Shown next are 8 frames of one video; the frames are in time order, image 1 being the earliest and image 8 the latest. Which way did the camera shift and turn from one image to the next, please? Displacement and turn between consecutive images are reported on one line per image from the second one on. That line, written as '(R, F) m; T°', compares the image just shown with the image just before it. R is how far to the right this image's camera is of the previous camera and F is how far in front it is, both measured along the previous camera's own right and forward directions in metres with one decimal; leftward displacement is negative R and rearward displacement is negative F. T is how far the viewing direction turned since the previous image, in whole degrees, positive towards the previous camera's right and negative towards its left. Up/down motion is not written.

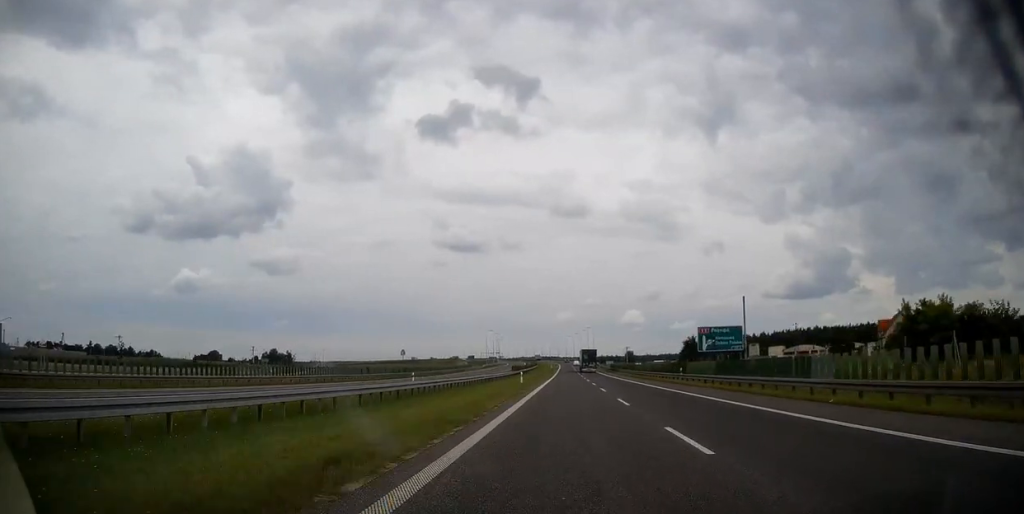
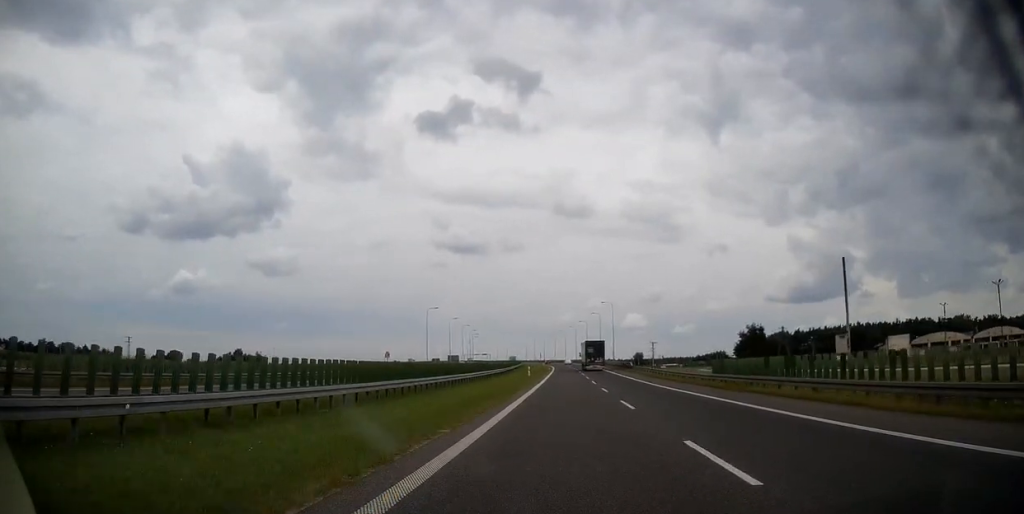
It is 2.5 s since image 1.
(-0.1, +86.8) m; 0°
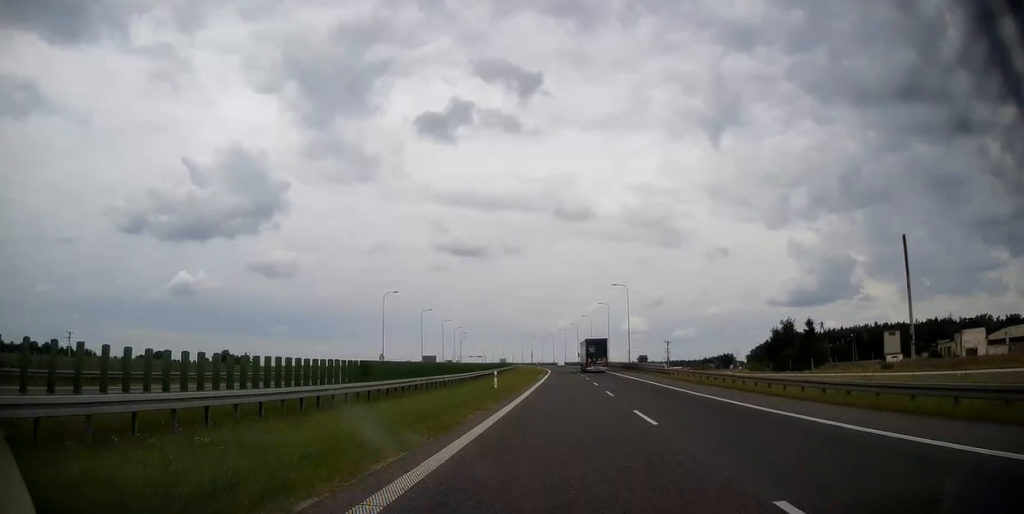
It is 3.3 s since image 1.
(+0.1, +28.9) m; 0°
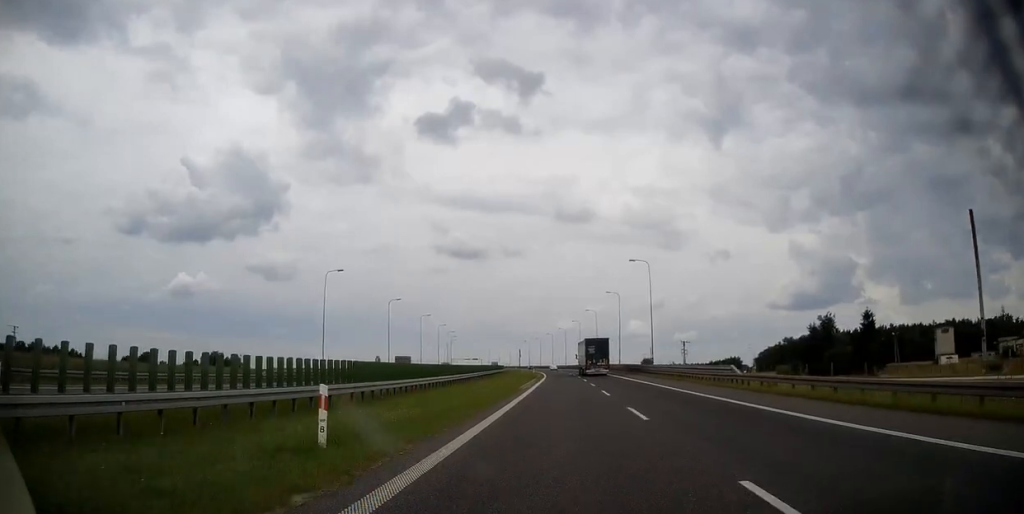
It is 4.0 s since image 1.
(0.0, +23.1) m; 0°
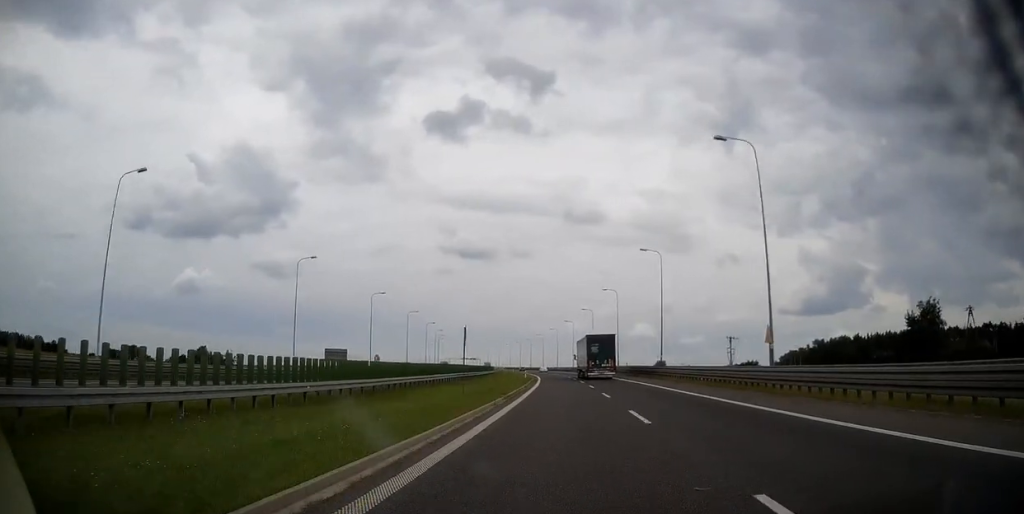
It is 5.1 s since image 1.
(-0.2, +36.7) m; -1°
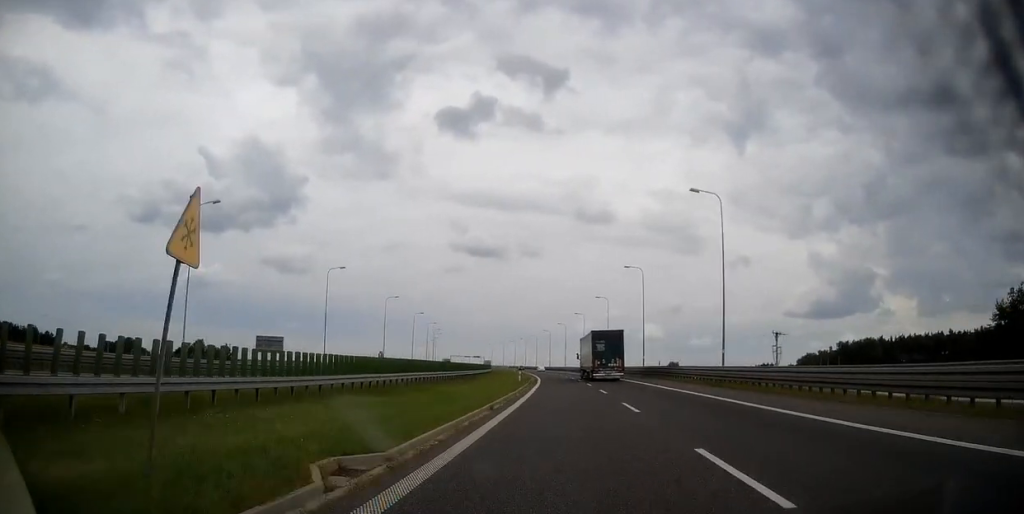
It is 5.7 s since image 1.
(0.0, +20.6) m; 0°
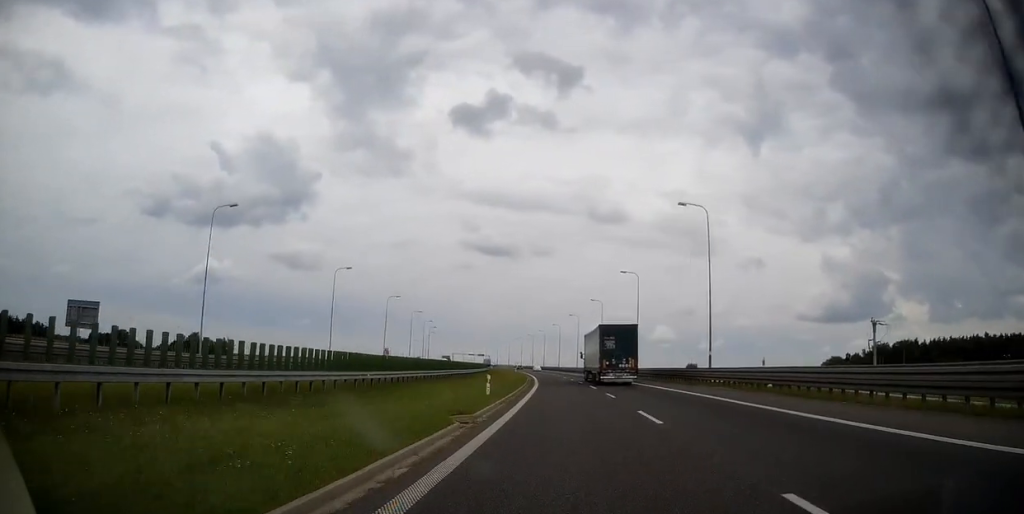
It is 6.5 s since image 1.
(-0.3, +27.5) m; -1°
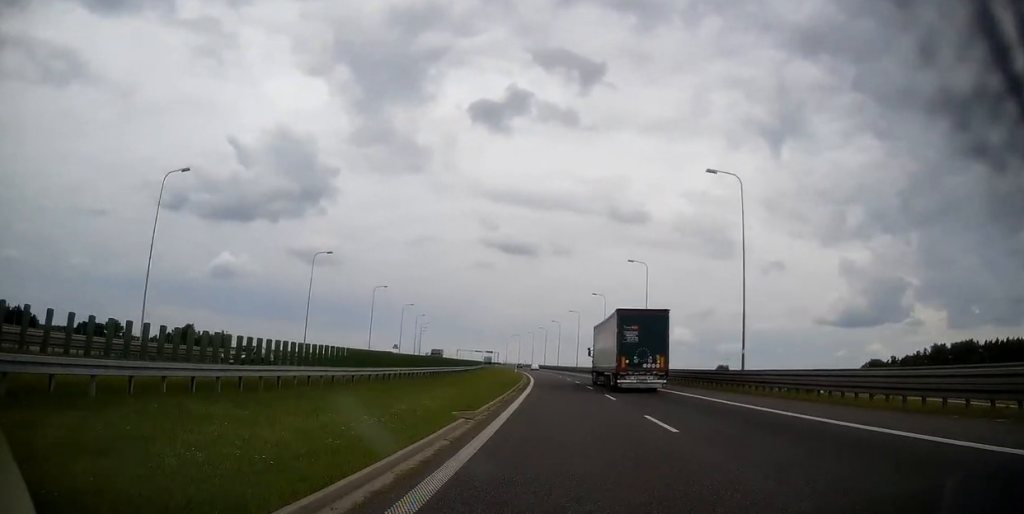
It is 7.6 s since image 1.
(-0.3, +37.8) m; -1°
